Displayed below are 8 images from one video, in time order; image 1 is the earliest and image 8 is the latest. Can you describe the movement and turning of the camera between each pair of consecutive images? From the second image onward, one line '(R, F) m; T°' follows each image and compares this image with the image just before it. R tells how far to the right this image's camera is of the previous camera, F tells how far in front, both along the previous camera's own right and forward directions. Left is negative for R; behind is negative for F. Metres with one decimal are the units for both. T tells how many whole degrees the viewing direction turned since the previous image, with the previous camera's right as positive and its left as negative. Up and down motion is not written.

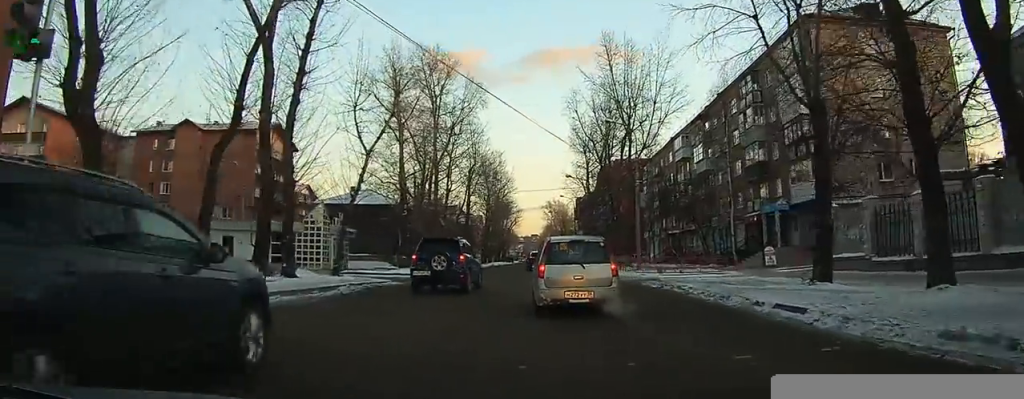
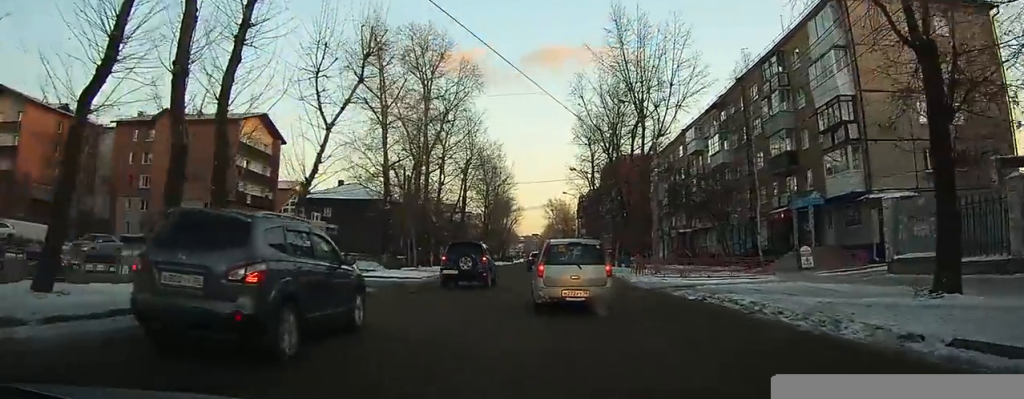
(-0.1, +4.6) m; 0°
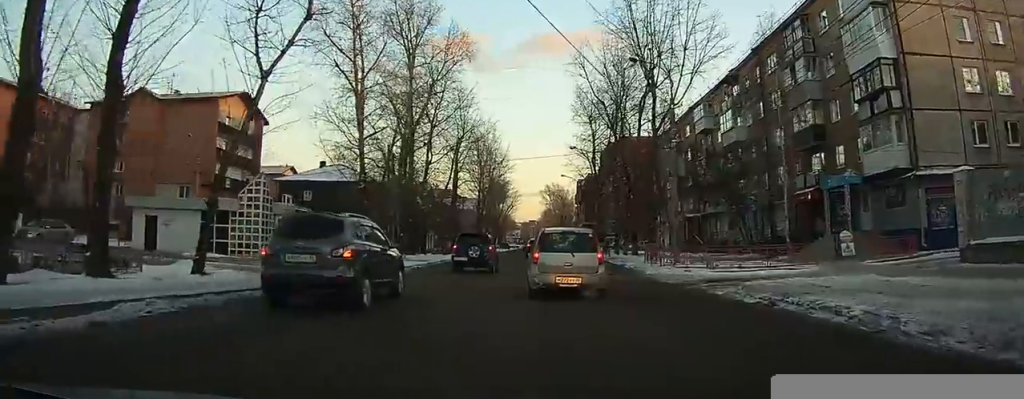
(+0.1, +4.5) m; +2°
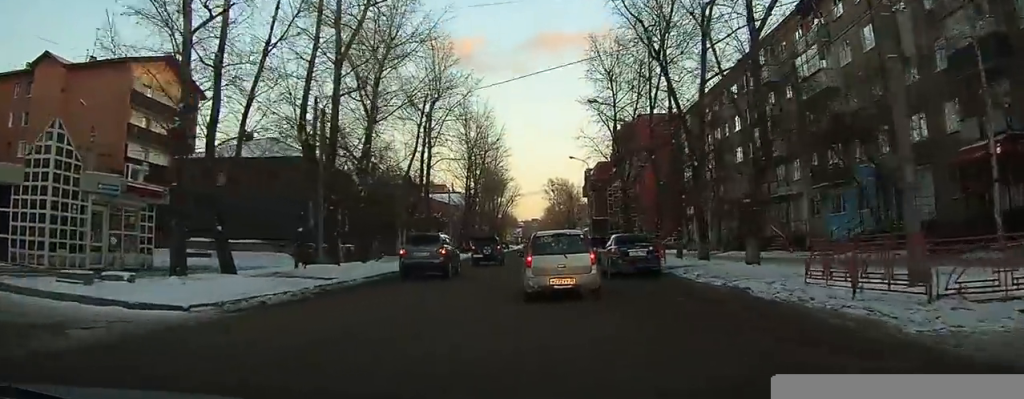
(+0.4, +15.4) m; +1°
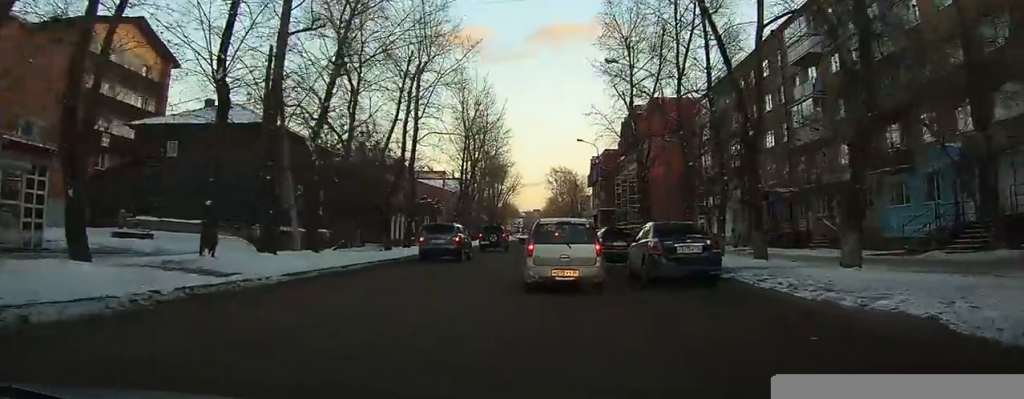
(0.0, +5.9) m; 0°
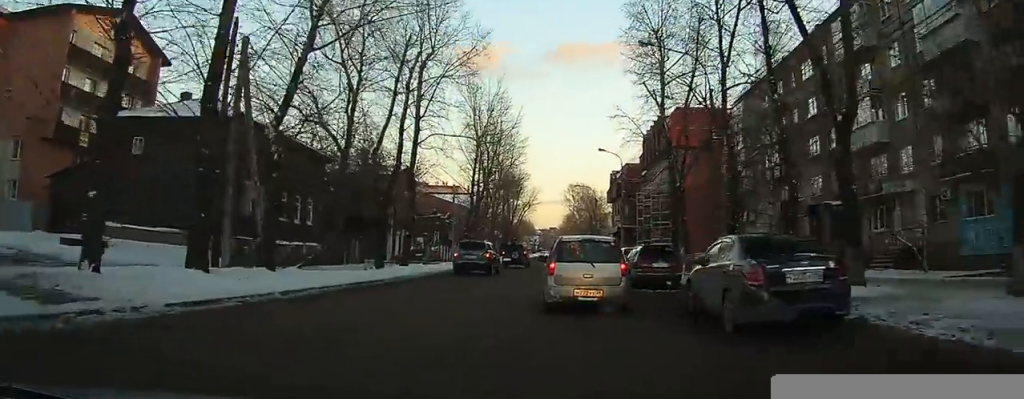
(0.0, +4.8) m; -1°
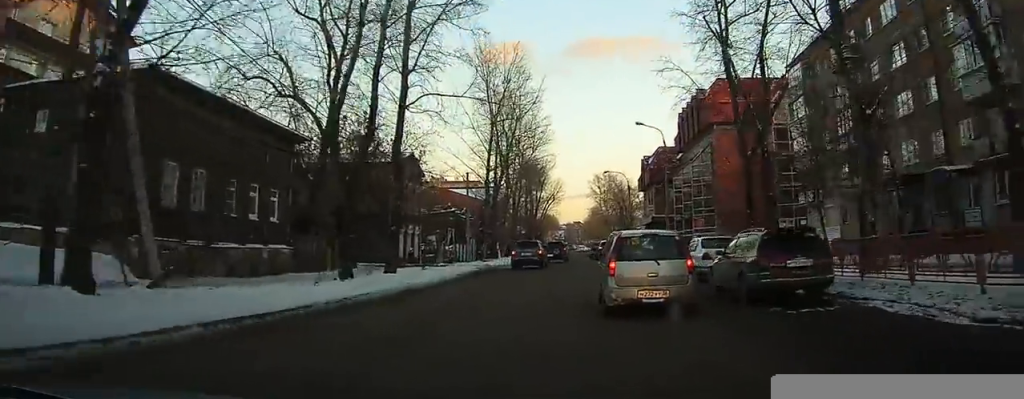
(-0.2, +8.6) m; -2°
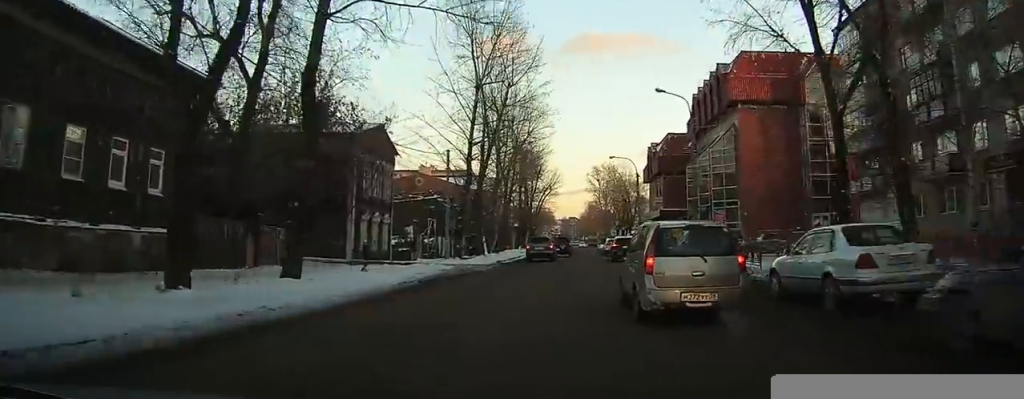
(-0.1, +8.8) m; -1°
